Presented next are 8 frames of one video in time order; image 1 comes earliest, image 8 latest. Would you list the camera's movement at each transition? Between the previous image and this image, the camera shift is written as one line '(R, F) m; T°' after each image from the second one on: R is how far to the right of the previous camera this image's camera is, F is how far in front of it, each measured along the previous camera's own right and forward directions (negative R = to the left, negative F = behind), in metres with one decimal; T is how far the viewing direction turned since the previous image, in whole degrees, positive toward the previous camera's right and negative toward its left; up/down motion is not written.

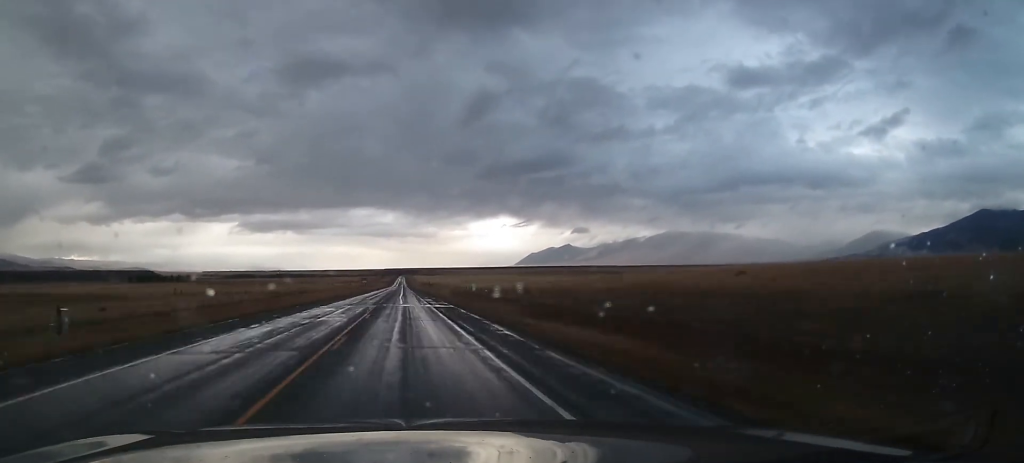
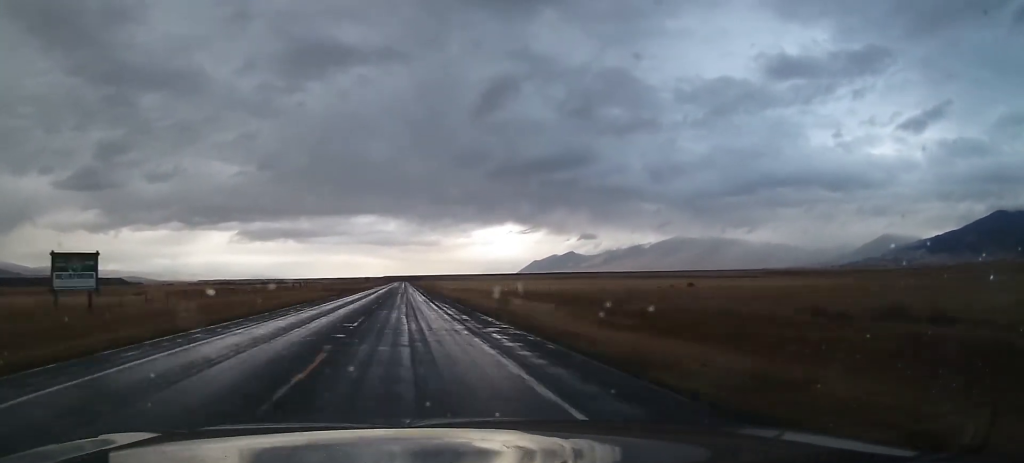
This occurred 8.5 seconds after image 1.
(+0.3, +342.9) m; 0°
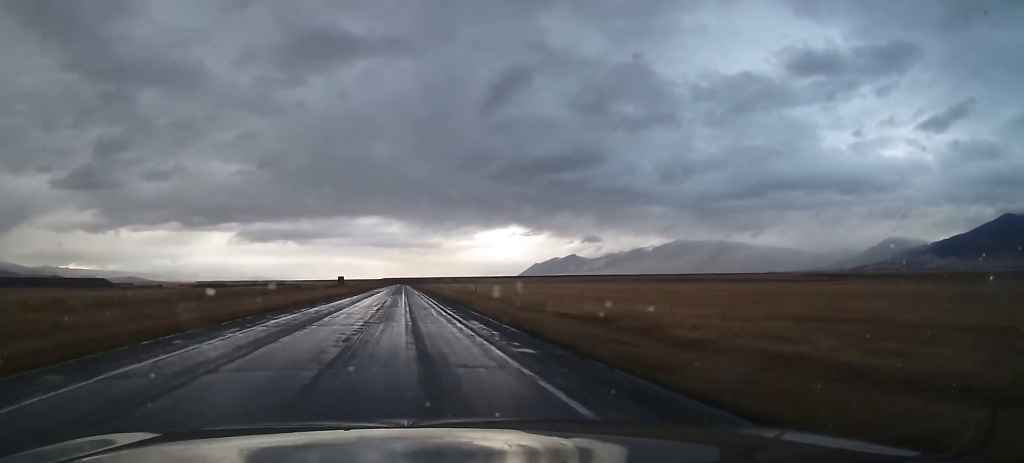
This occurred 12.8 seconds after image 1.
(+0.1, +170.7) m; 0°
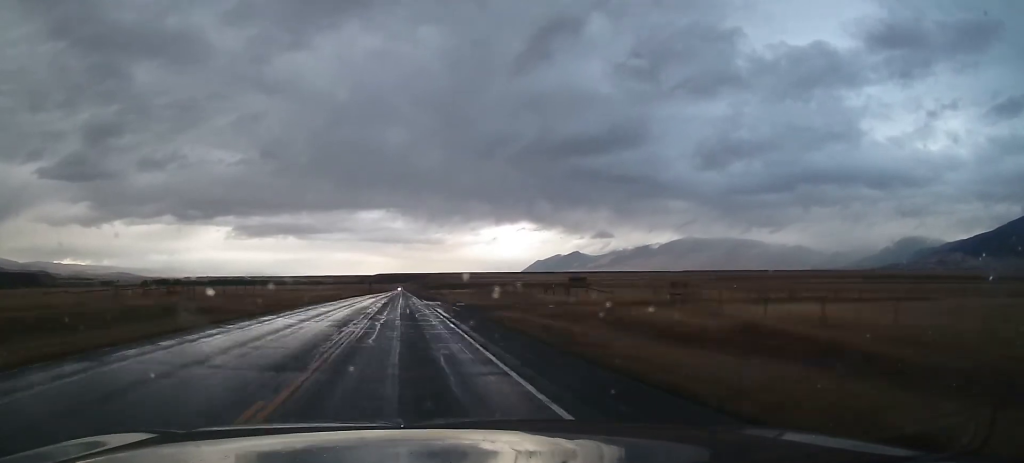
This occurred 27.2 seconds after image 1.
(-0.6, +570.5) m; 0°
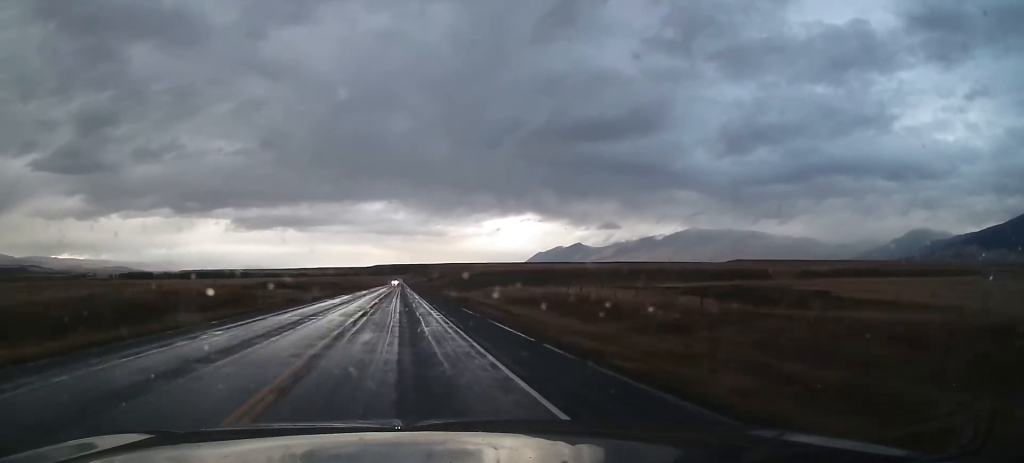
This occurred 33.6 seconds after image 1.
(+0.2, +252.1) m; 0°
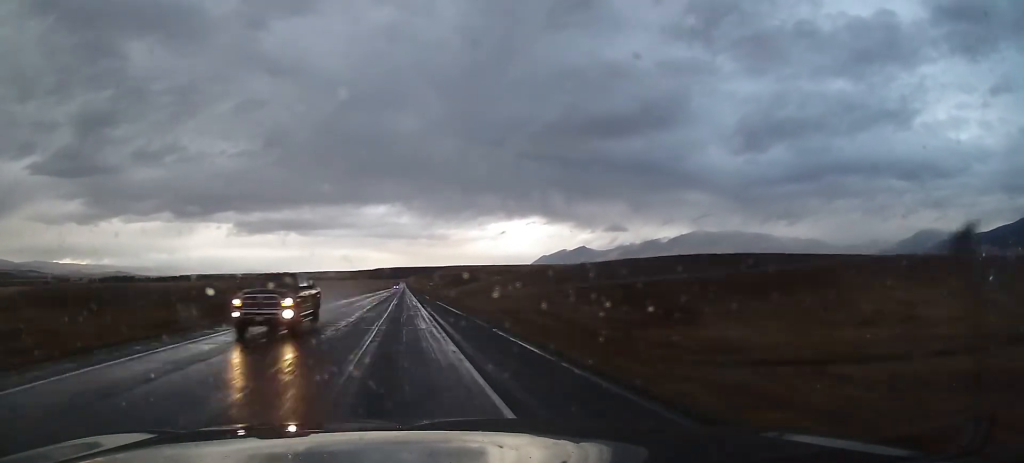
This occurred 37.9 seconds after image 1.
(0.0, +167.7) m; 0°
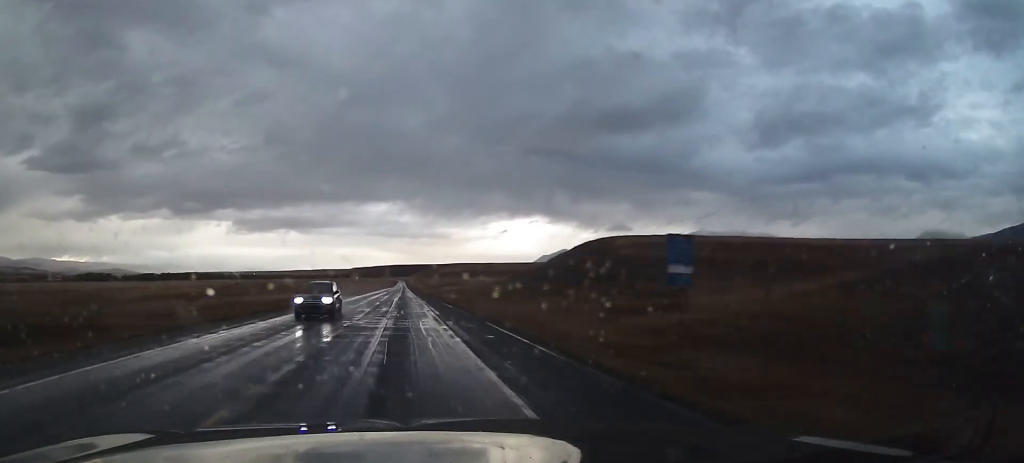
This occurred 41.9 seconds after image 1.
(+0.1, +157.1) m; 0°
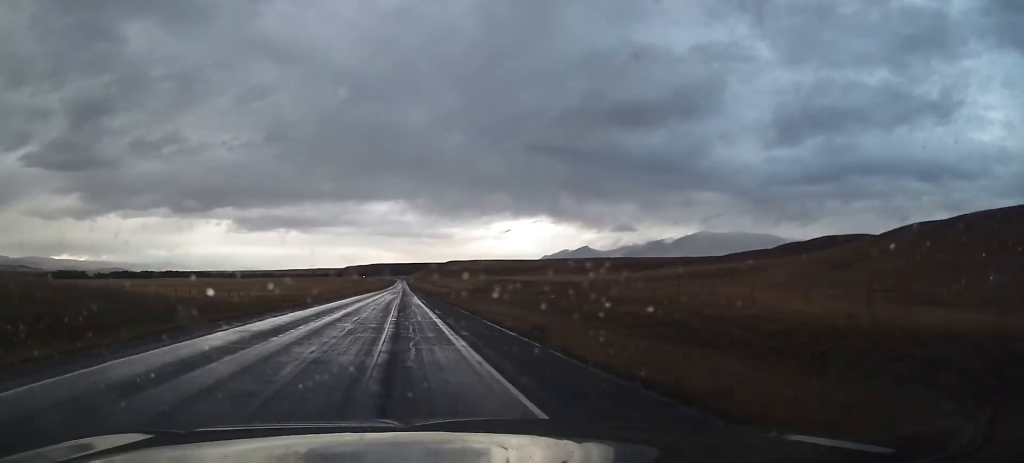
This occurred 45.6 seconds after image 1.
(0.0, +146.0) m; 0°
